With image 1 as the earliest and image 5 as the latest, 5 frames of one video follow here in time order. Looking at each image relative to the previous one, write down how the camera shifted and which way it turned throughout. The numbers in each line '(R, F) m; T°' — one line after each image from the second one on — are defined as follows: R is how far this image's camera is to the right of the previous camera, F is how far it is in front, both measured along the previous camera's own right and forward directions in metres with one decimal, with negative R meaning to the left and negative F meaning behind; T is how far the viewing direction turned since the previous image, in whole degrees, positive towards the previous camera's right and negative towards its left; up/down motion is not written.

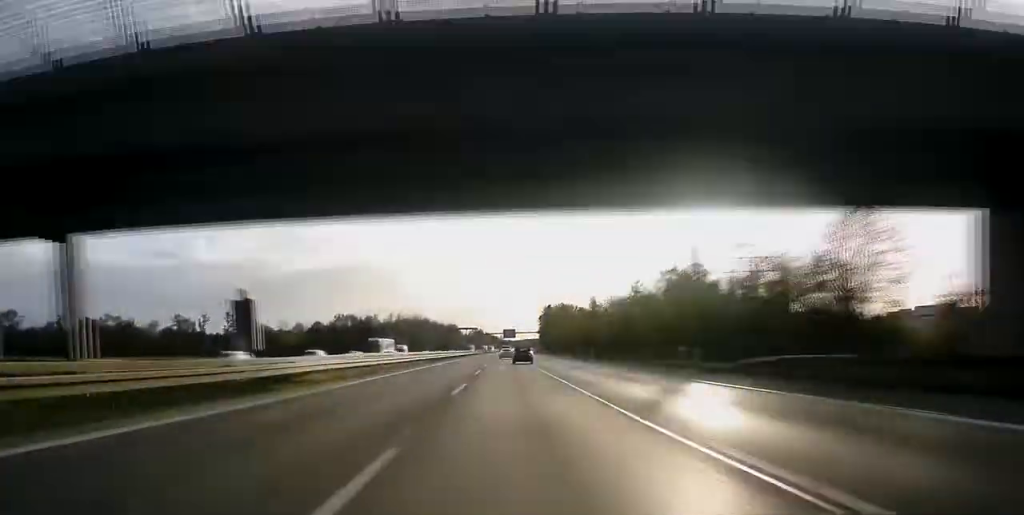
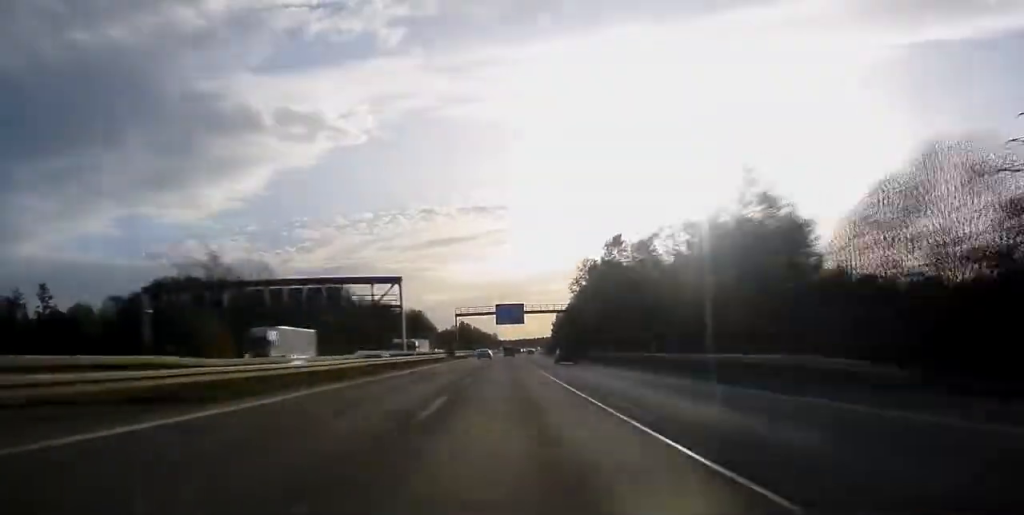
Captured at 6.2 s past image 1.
(+1.8, +170.5) m; +1°
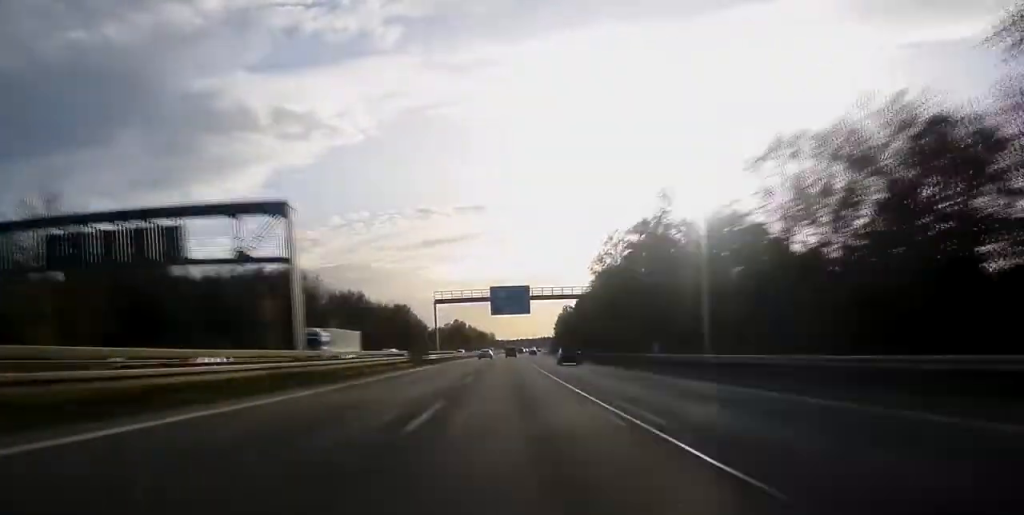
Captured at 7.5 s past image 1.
(0.0, +36.9) m; 0°
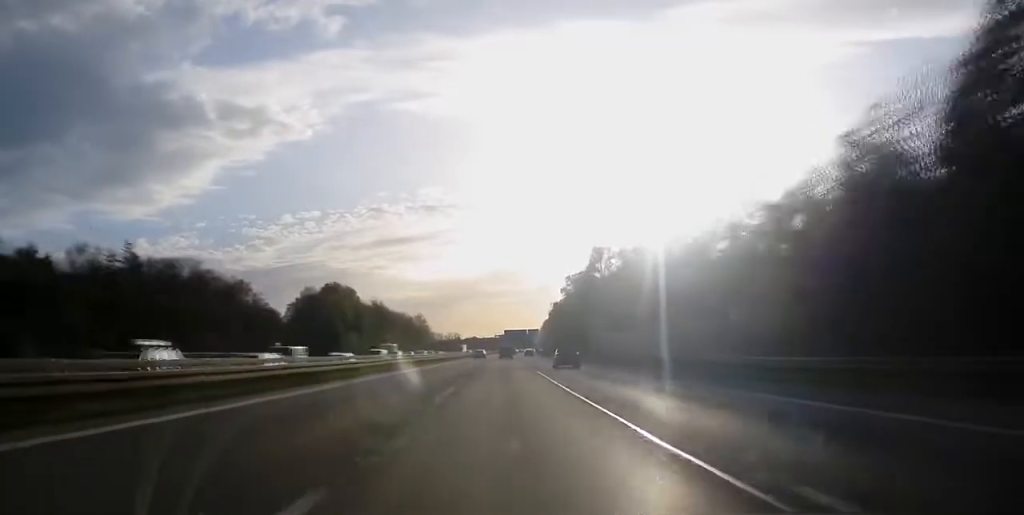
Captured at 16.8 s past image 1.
(+6.3, +262.2) m; +3°
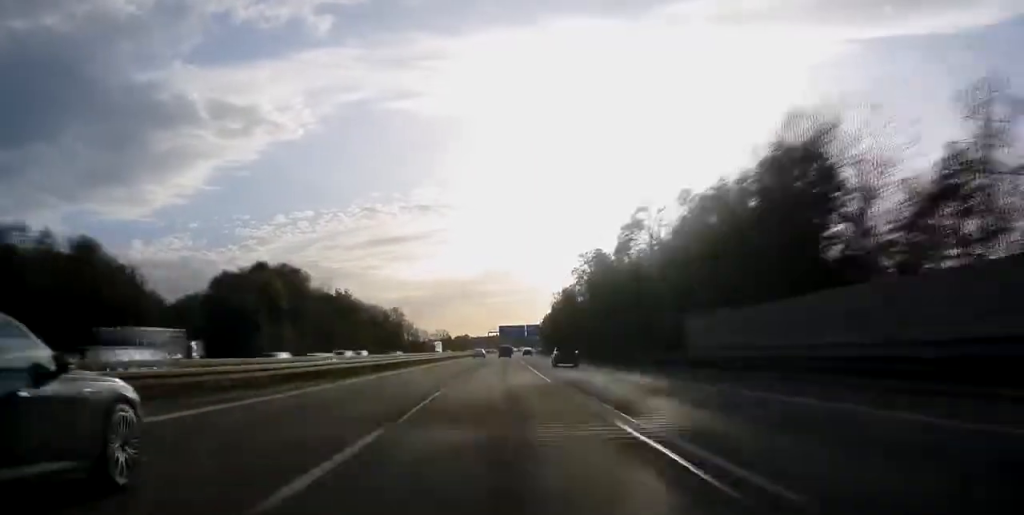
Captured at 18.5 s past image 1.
(+0.2, +47.6) m; 0°
